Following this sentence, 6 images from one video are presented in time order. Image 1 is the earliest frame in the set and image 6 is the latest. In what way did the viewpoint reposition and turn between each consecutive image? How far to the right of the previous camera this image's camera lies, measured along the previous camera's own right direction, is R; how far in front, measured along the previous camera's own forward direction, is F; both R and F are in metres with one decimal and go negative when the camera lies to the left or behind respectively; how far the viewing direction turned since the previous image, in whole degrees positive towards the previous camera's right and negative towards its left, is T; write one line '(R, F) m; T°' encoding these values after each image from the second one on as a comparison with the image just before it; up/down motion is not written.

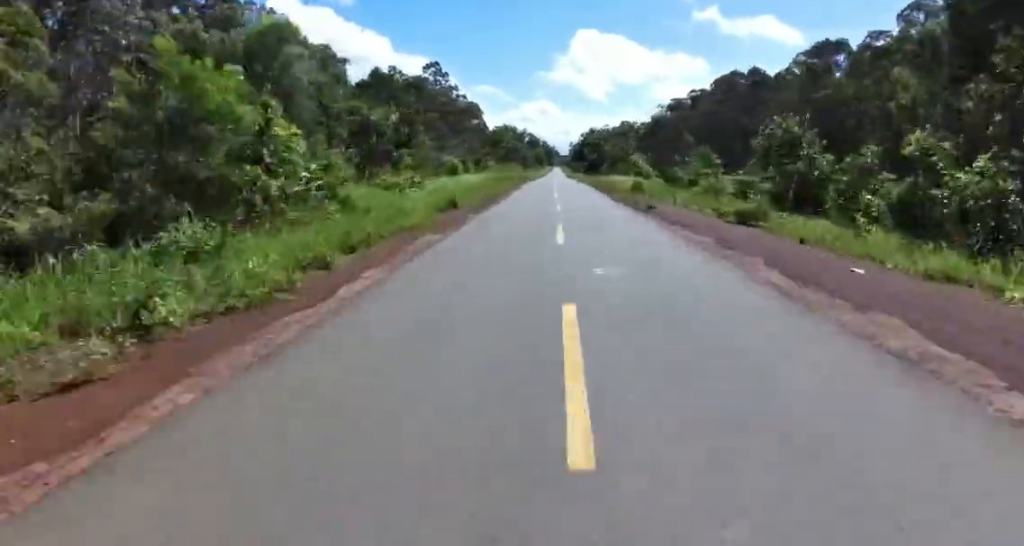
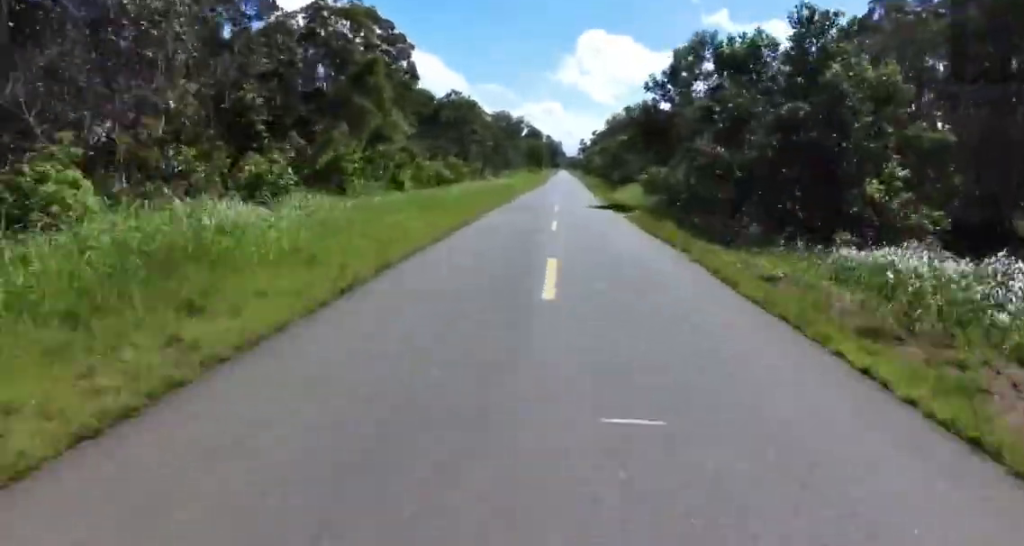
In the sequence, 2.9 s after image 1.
(-2.6, +80.7) m; -1°
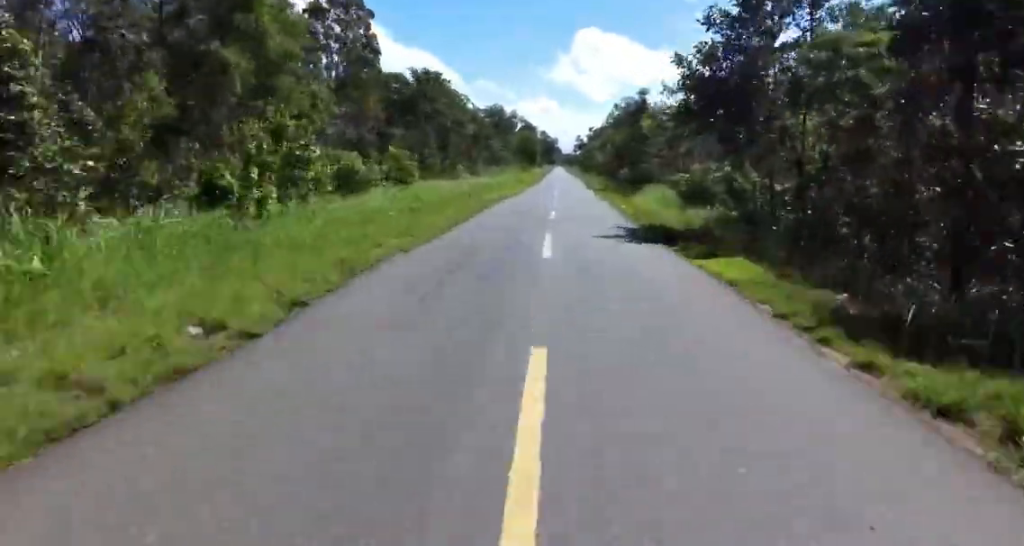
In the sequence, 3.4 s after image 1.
(+0.3, +13.3) m; +2°
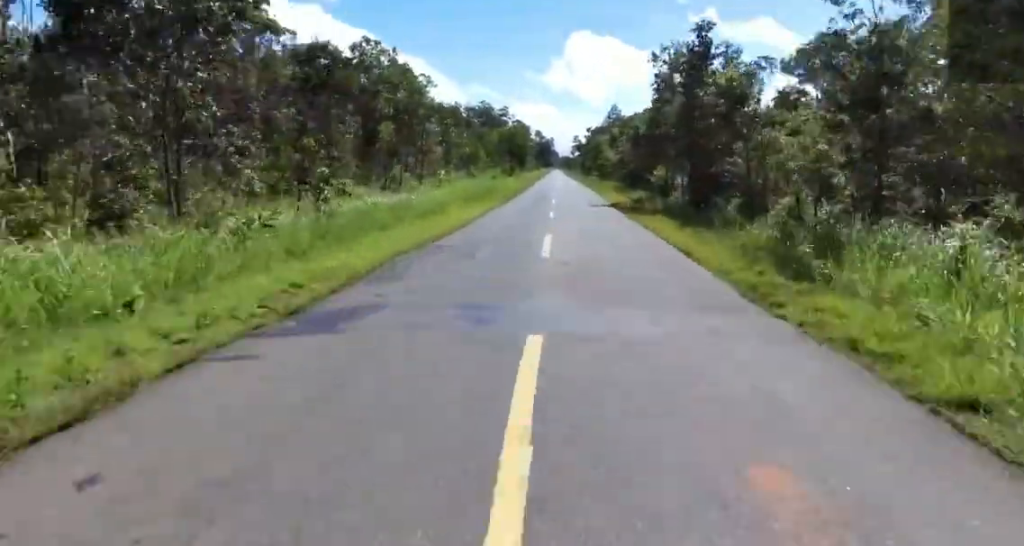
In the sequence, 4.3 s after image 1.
(+0.6, +24.4) m; 0°
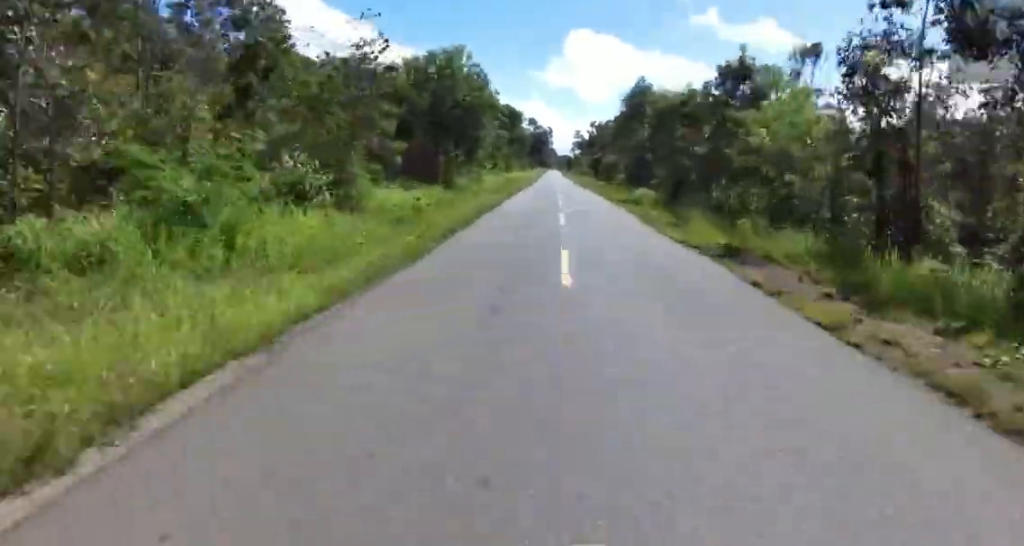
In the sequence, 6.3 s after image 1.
(-1.0, +54.7) m; -1°
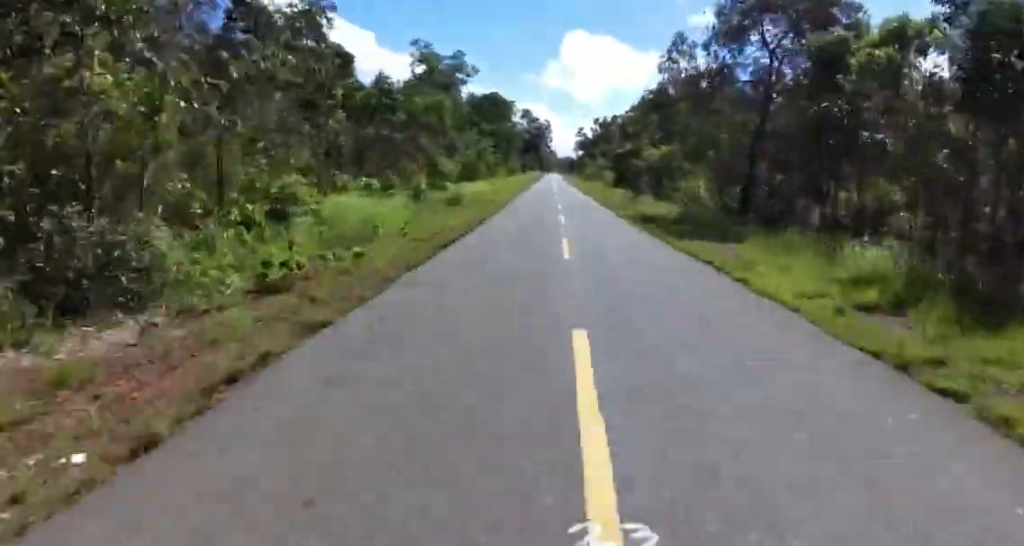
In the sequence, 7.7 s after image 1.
(-0.5, +38.2) m; -3°
